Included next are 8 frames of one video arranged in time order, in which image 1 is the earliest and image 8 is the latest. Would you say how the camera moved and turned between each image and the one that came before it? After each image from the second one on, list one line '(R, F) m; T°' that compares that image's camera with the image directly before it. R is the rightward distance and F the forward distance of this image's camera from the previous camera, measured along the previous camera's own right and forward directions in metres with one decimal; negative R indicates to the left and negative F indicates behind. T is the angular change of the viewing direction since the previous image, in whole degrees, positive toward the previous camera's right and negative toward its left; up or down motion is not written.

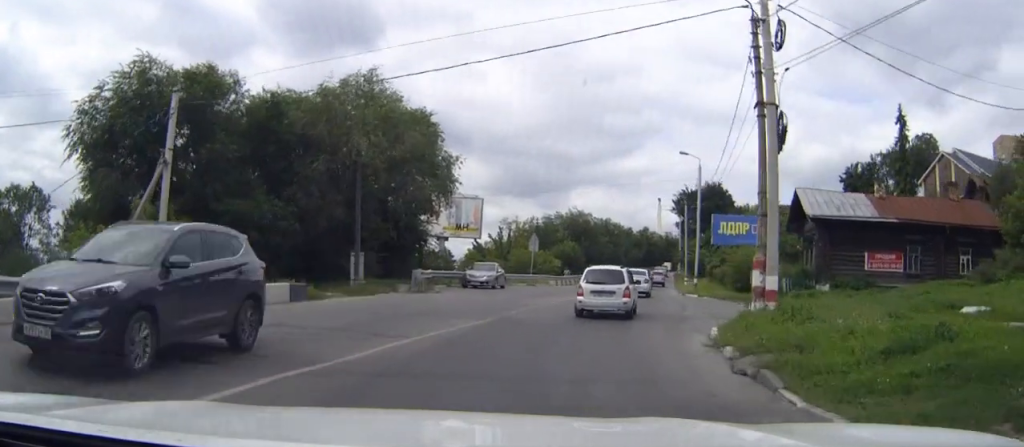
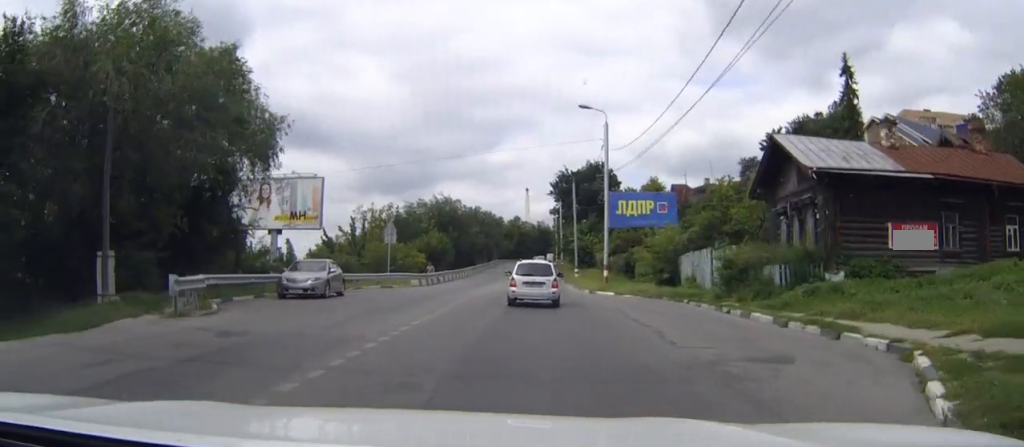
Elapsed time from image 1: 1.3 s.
(+1.3, +13.0) m; +10°
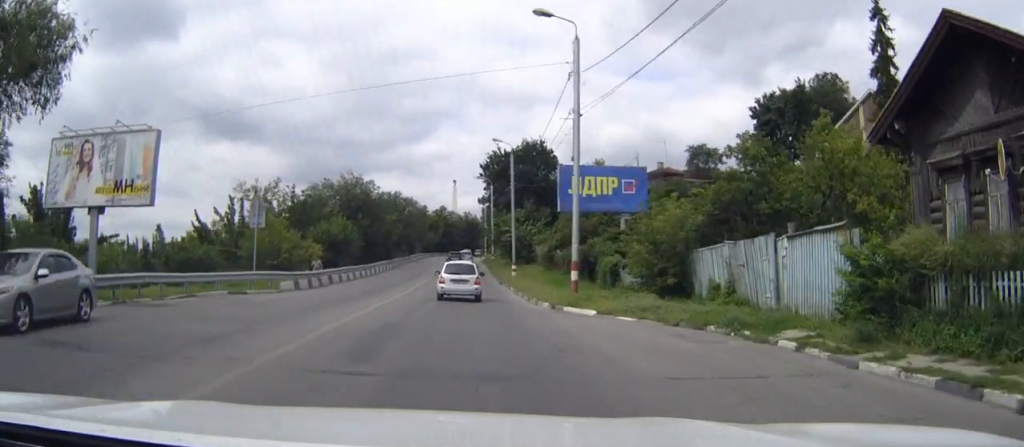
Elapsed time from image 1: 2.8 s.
(+1.1, +14.9) m; +6°
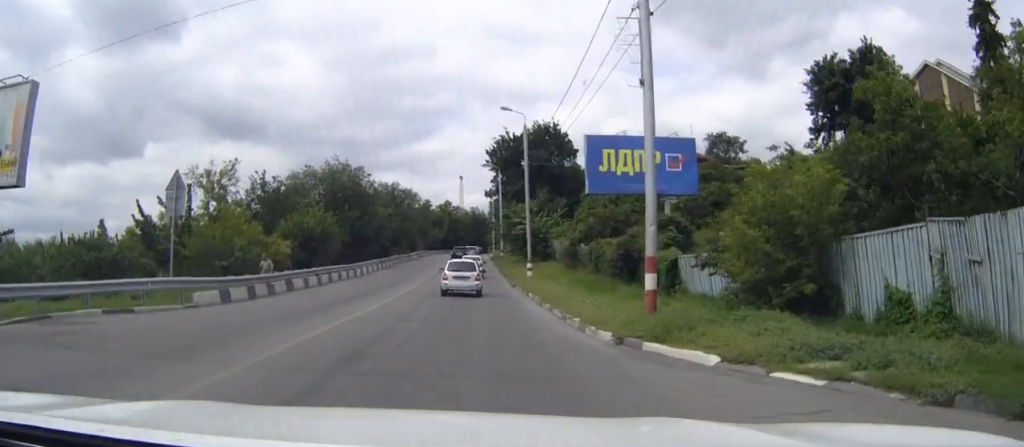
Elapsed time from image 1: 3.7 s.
(0.0, +10.4) m; -1°
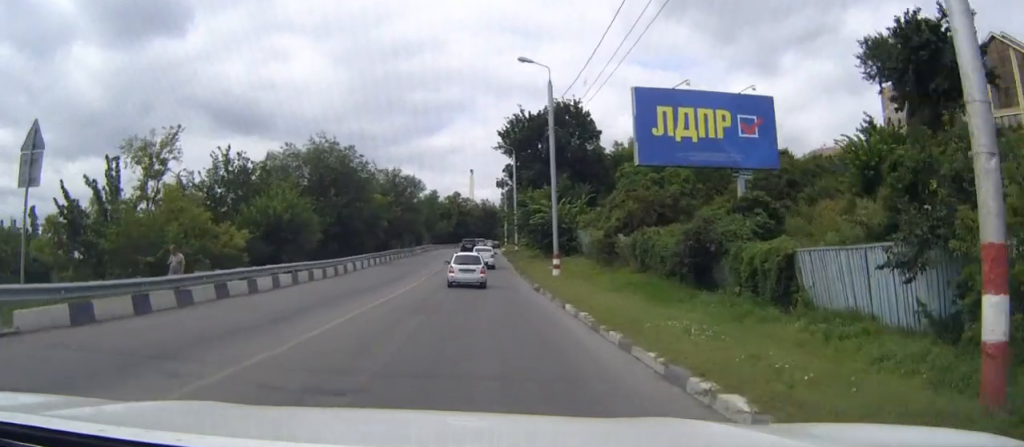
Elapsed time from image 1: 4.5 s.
(-0.1, +9.9) m; -1°
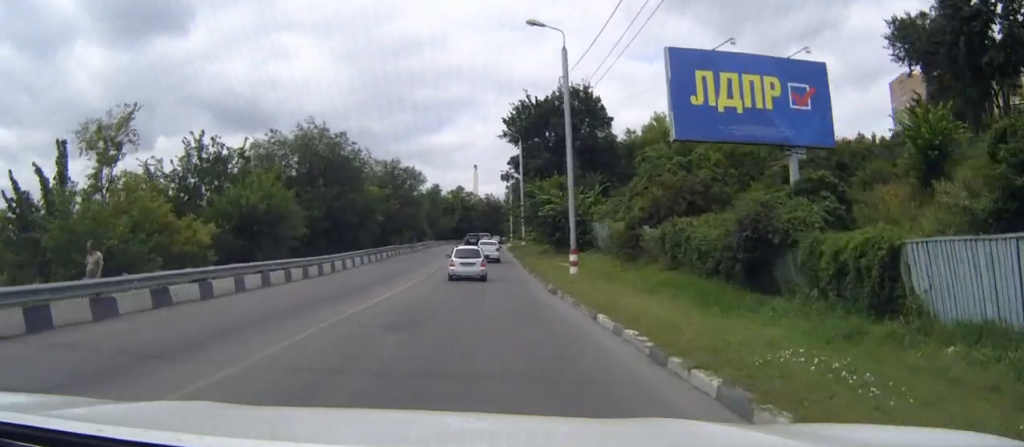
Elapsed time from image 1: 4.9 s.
(0.0, +4.9) m; 0°
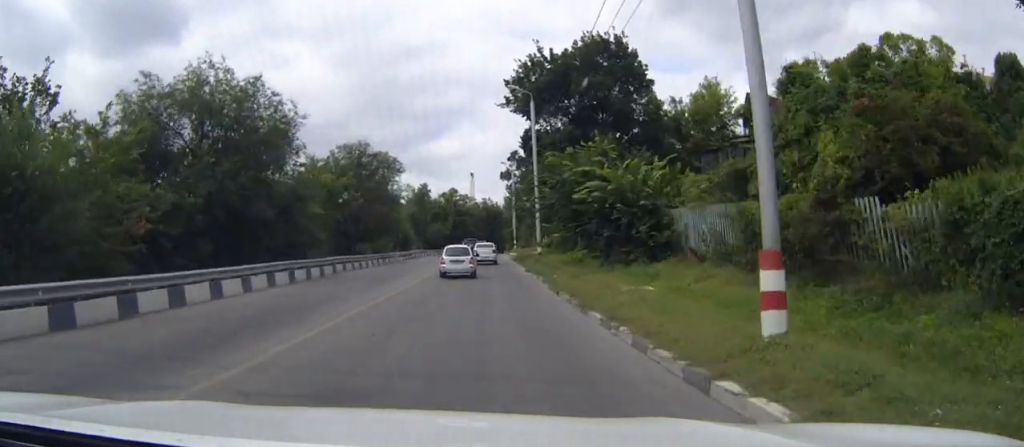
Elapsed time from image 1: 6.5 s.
(+0.2, +19.8) m; +1°
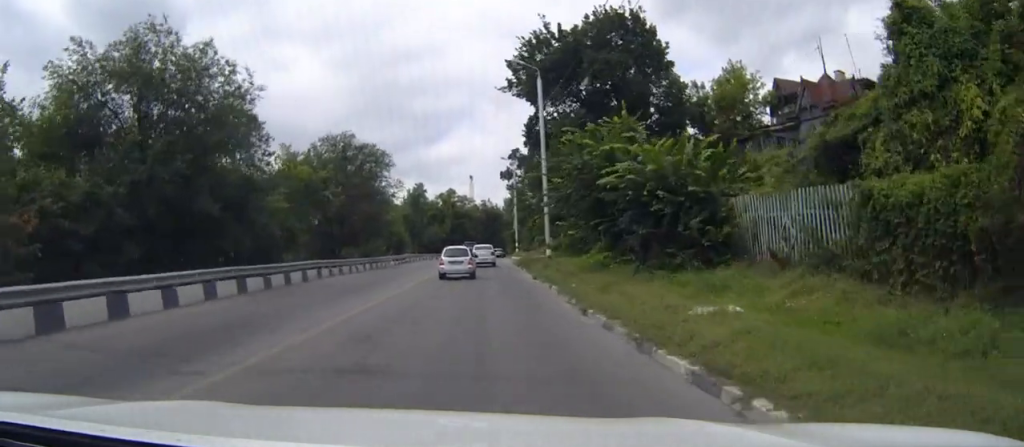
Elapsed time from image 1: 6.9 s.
(0.0, +6.3) m; 0°
